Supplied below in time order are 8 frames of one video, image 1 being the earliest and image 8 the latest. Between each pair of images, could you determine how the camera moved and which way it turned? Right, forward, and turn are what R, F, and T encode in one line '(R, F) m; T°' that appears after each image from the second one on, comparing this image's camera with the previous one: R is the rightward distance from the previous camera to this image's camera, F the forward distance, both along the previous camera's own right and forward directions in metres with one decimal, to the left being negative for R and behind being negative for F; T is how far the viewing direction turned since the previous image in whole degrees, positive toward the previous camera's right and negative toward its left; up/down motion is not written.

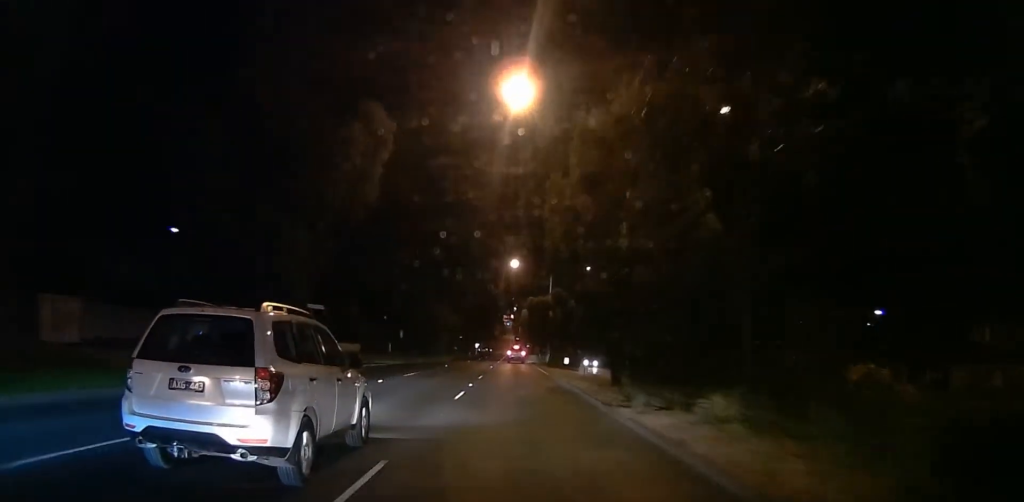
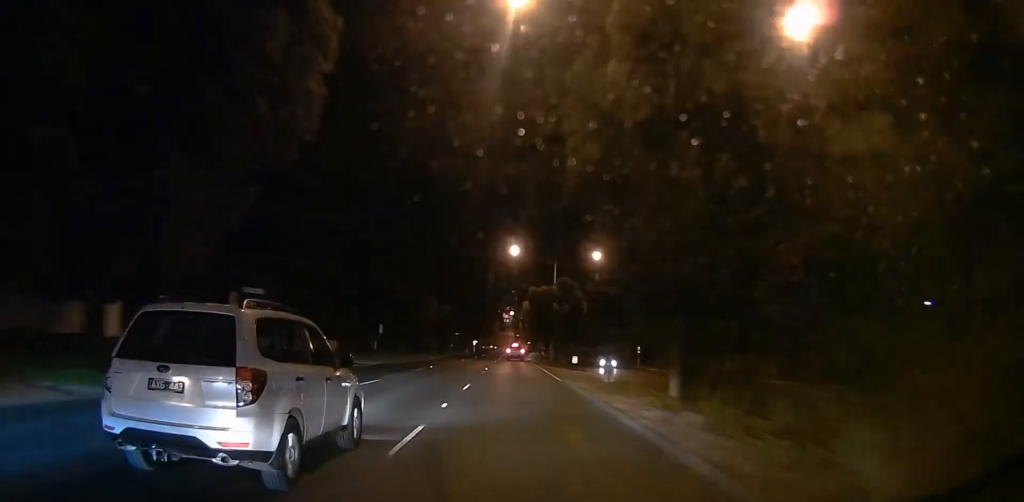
(-0.4, +9.1) m; -2°
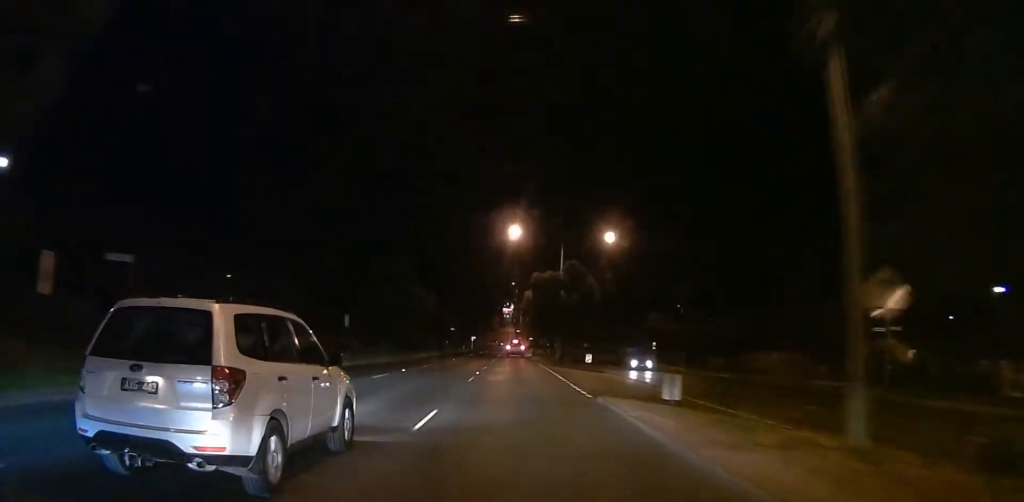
(-0.2, +10.4) m; -1°
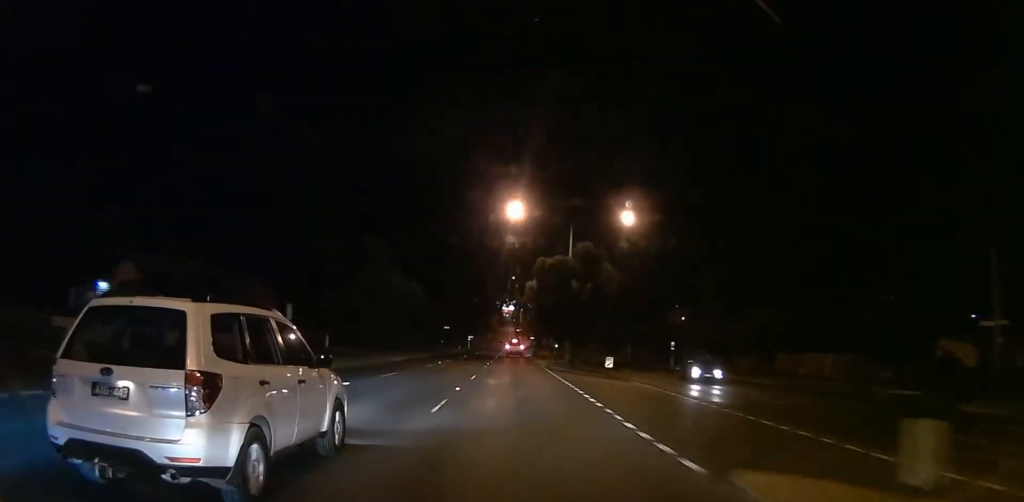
(0.0, +10.4) m; 0°
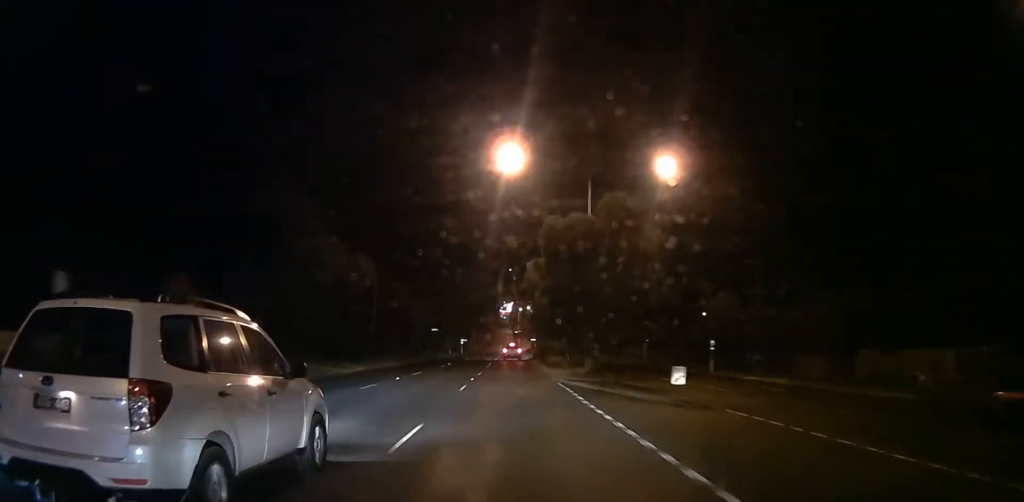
(-0.1, +16.5) m; +2°
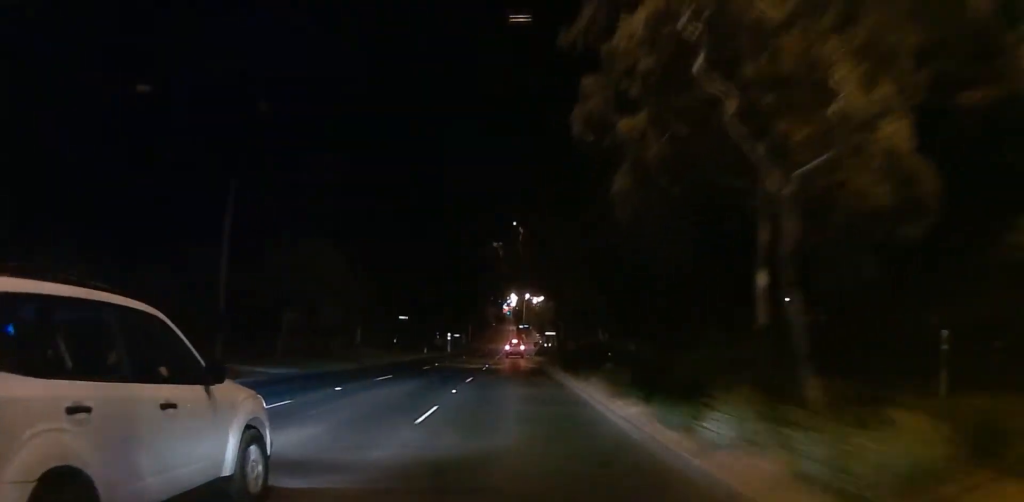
(+1.4, +35.5) m; +1°
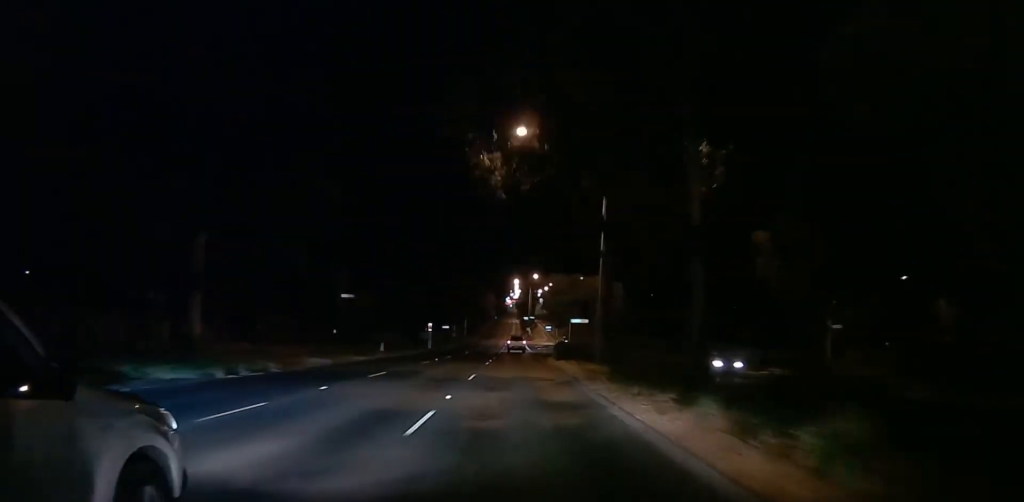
(-1.2, +26.4) m; -3°
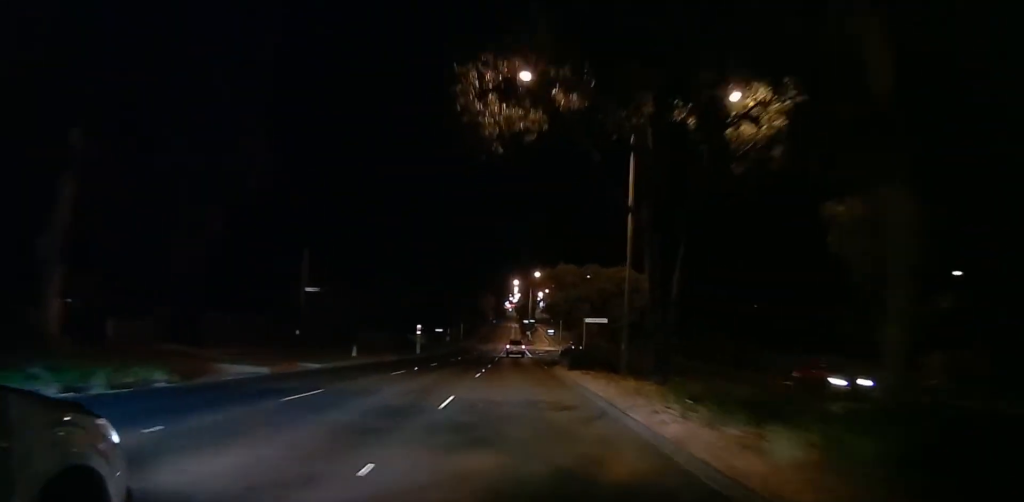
(0.0, +8.6) m; 0°
